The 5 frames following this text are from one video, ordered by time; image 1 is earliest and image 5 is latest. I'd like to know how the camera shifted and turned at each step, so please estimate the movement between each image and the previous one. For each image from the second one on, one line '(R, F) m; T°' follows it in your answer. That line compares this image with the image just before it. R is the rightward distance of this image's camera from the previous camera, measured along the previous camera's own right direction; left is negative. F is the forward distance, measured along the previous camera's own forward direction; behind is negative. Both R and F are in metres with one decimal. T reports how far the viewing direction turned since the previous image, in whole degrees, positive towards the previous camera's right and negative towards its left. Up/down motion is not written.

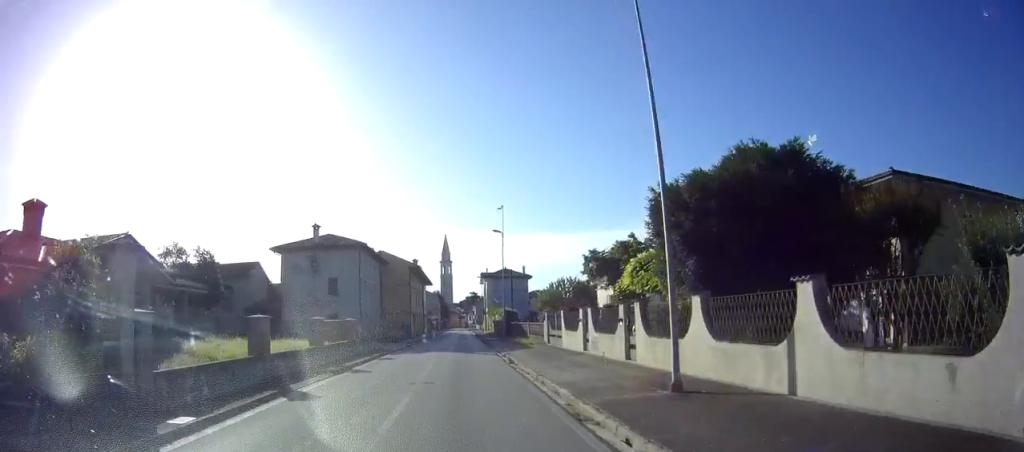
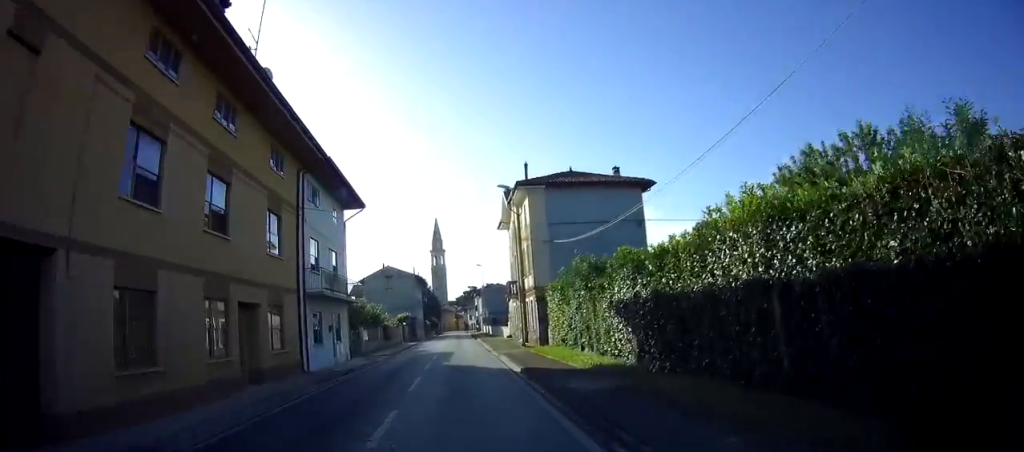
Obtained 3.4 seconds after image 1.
(0.0, +59.0) m; 0°
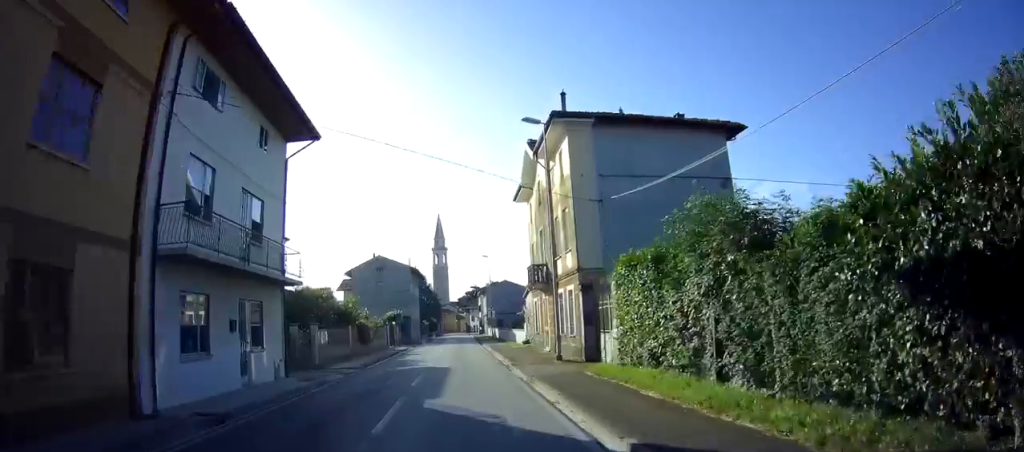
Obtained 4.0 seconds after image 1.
(0.0, +10.4) m; 0°
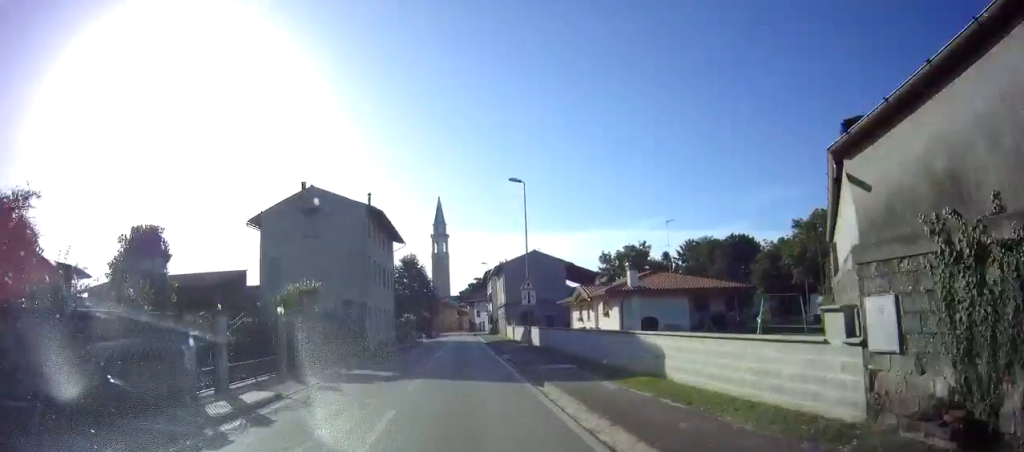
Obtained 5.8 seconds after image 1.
(+0.7, +31.0) m; 0°
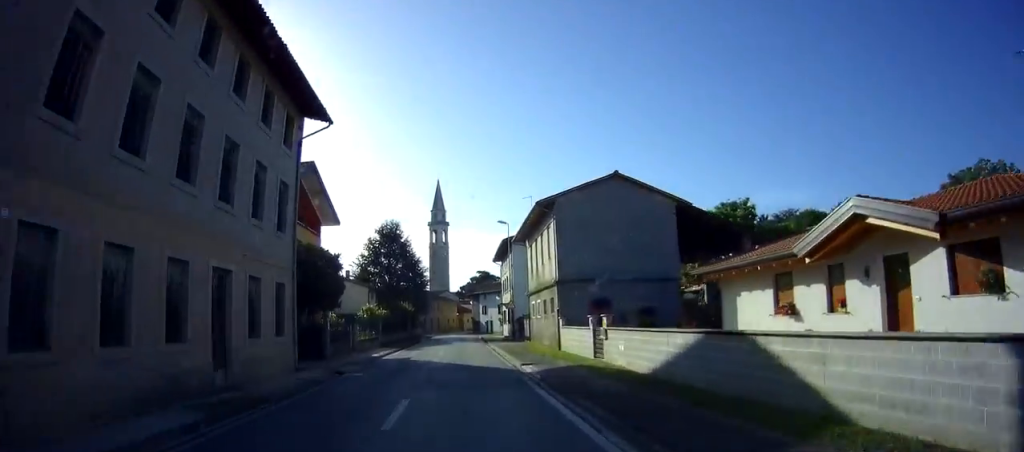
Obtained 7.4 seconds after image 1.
(-0.6, +27.2) m; 0°
